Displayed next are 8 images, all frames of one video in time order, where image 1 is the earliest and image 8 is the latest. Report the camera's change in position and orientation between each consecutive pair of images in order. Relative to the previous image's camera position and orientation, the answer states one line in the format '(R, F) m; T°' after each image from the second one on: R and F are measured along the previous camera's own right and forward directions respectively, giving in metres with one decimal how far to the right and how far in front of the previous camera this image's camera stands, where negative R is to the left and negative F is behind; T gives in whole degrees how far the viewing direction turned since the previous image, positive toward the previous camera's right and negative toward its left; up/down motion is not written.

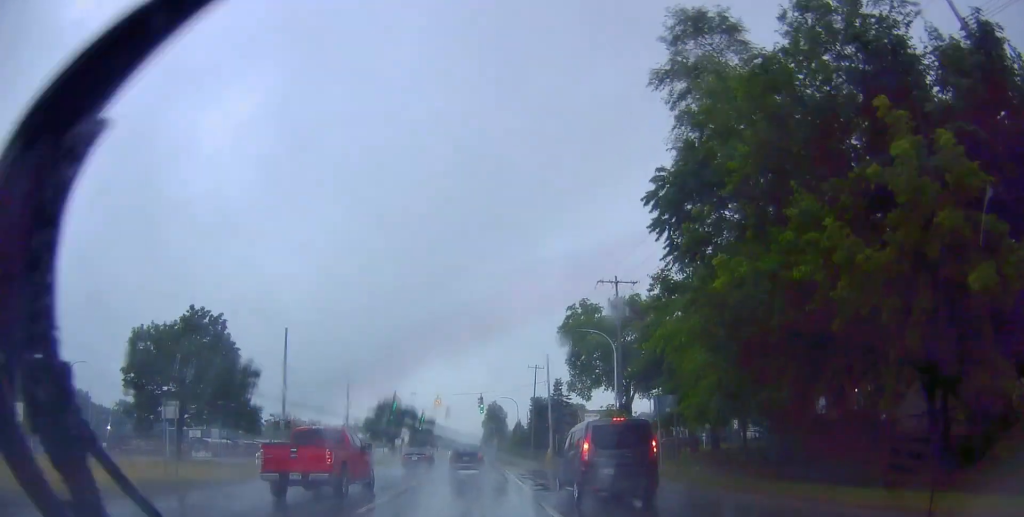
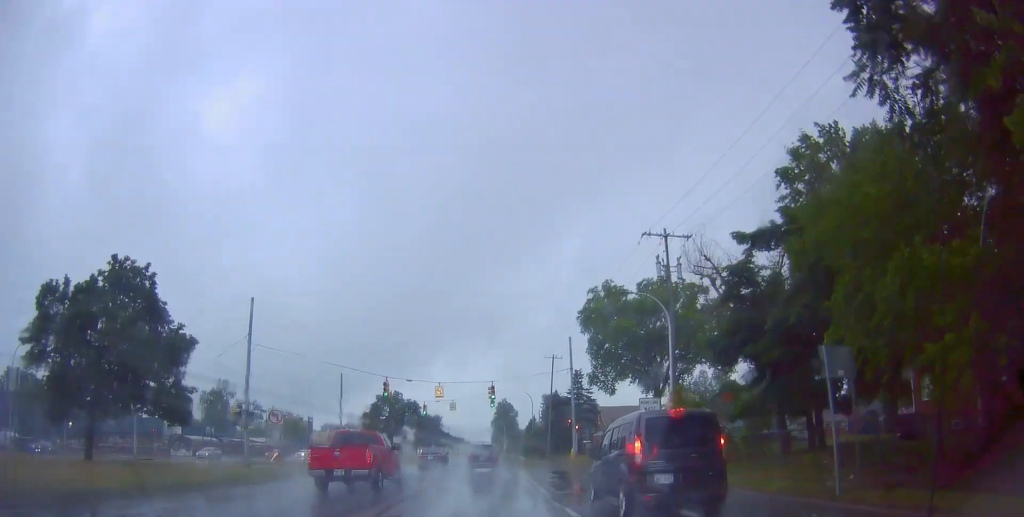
(-0.4, +10.1) m; -1°
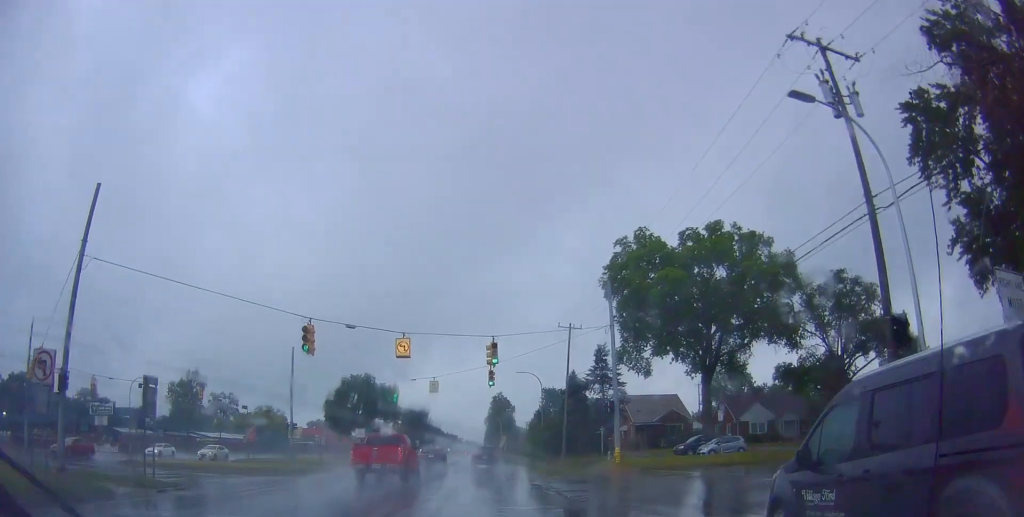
(+0.6, +18.6) m; +1°
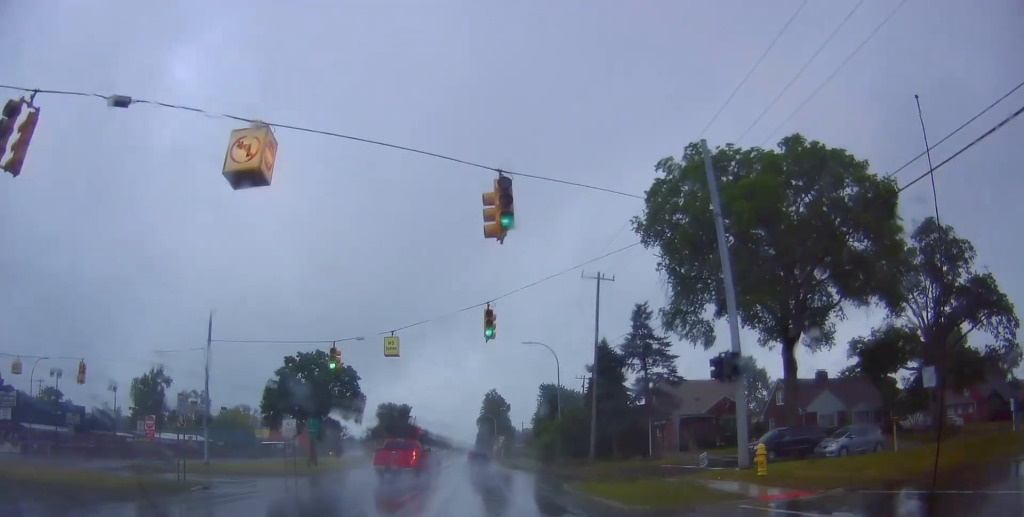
(-0.3, +17.6) m; -2°
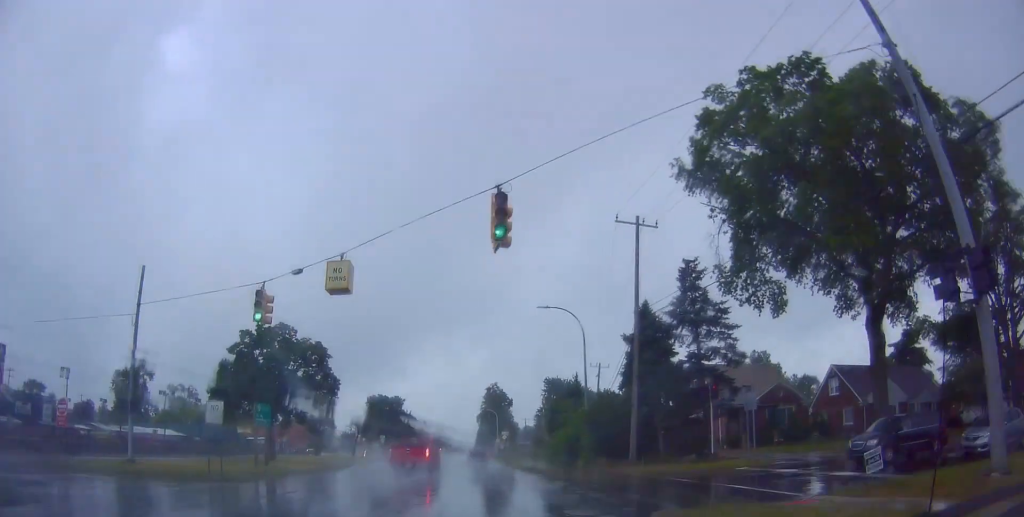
(-0.1, +9.9) m; 0°
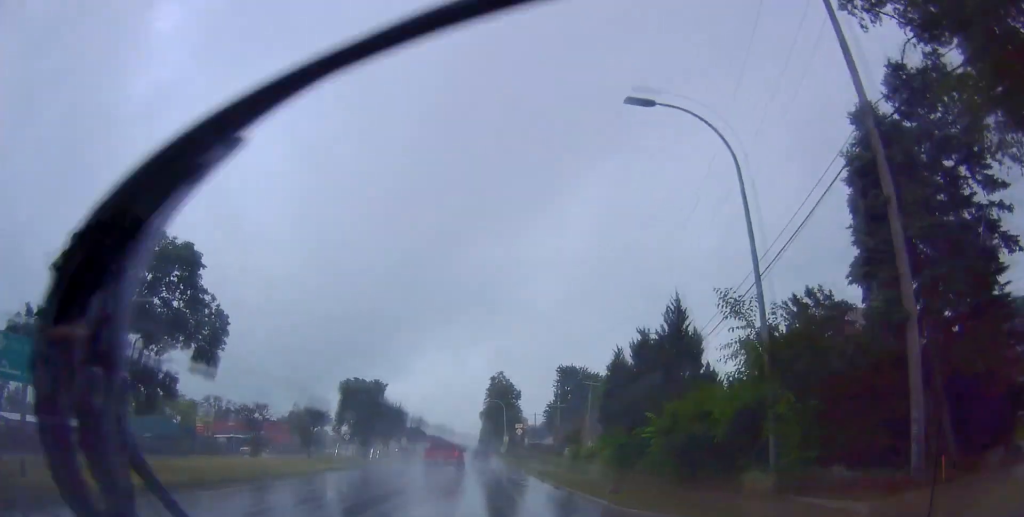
(+0.2, +18.8) m; +2°
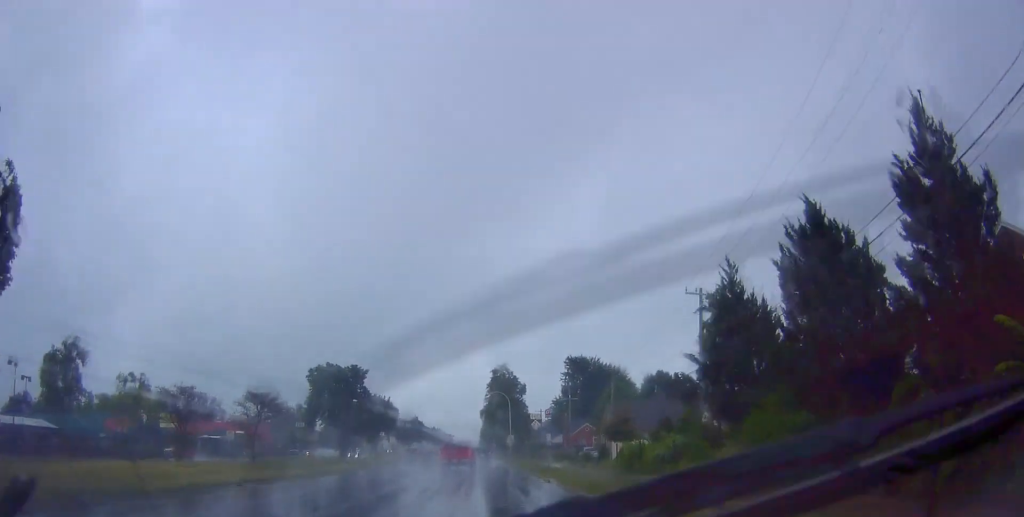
(+0.3, +12.6) m; +1°
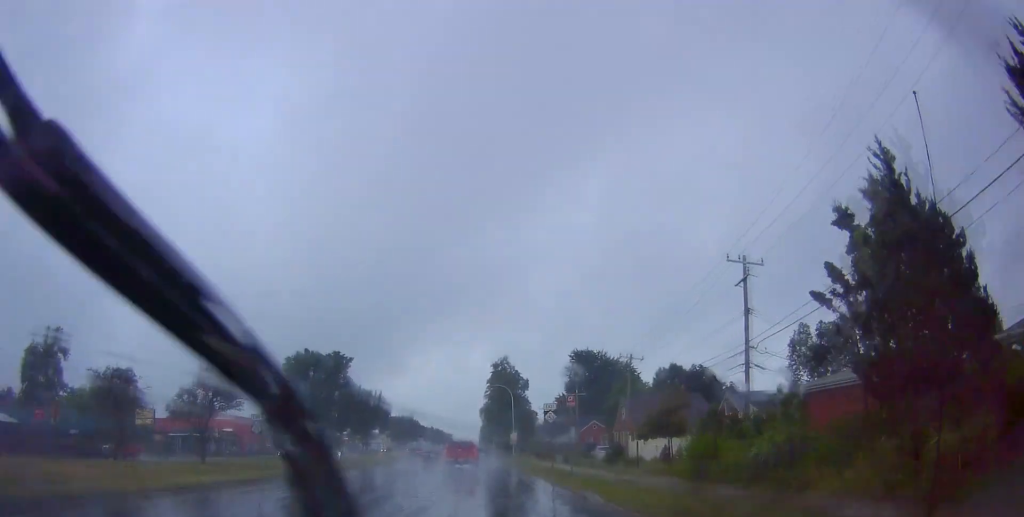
(+0.4, +7.1) m; 0°
